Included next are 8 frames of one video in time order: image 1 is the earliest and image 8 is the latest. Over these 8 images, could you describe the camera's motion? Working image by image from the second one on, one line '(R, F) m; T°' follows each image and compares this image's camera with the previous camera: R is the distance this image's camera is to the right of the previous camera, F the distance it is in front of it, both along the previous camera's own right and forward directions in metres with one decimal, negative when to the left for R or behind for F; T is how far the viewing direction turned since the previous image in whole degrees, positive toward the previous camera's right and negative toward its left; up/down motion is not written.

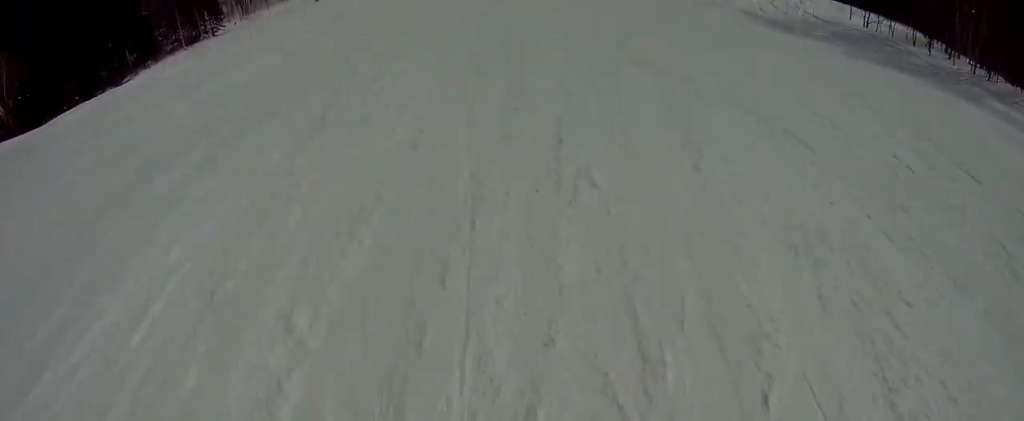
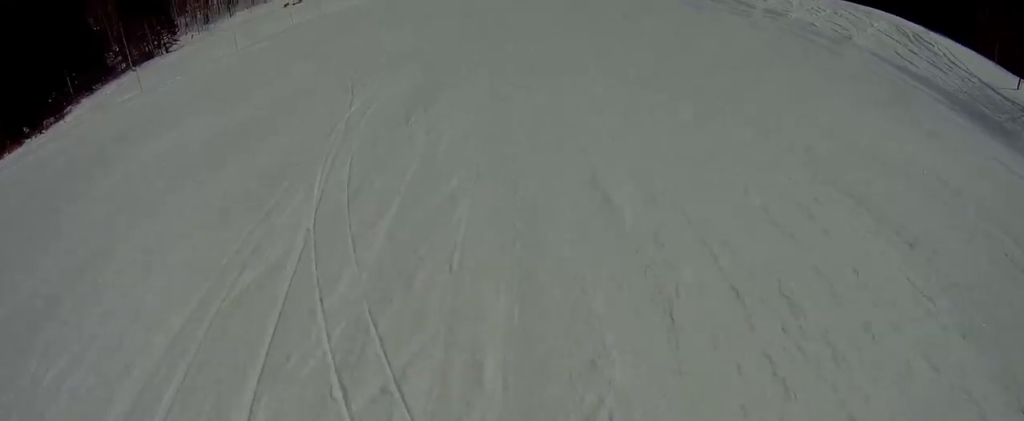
(-1.1, +16.0) m; +1°
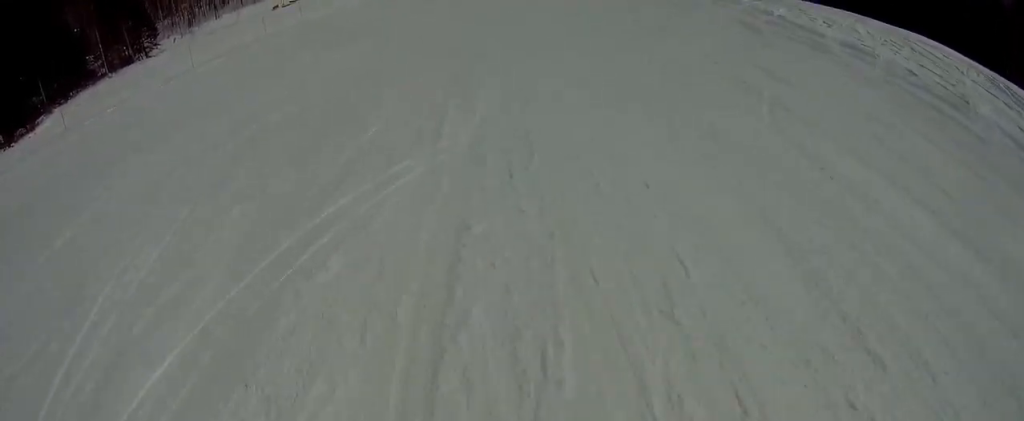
(+0.4, +7.9) m; +4°
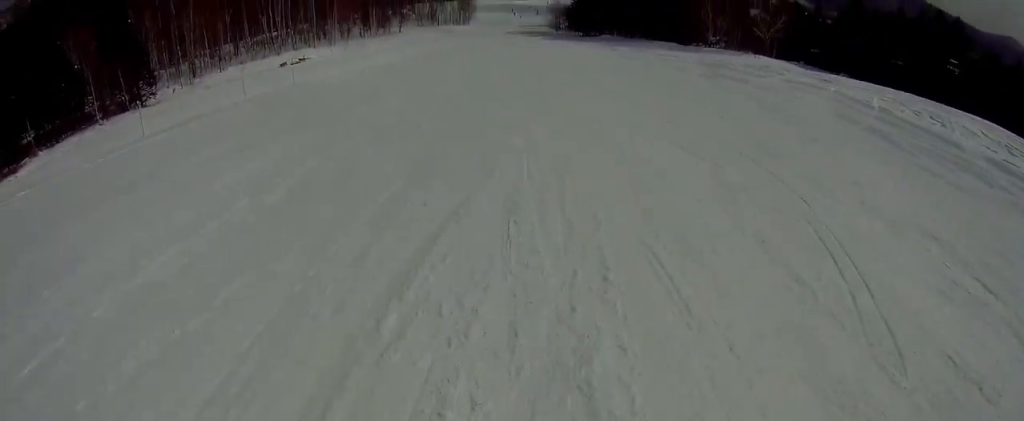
(+0.3, +8.4) m; -2°
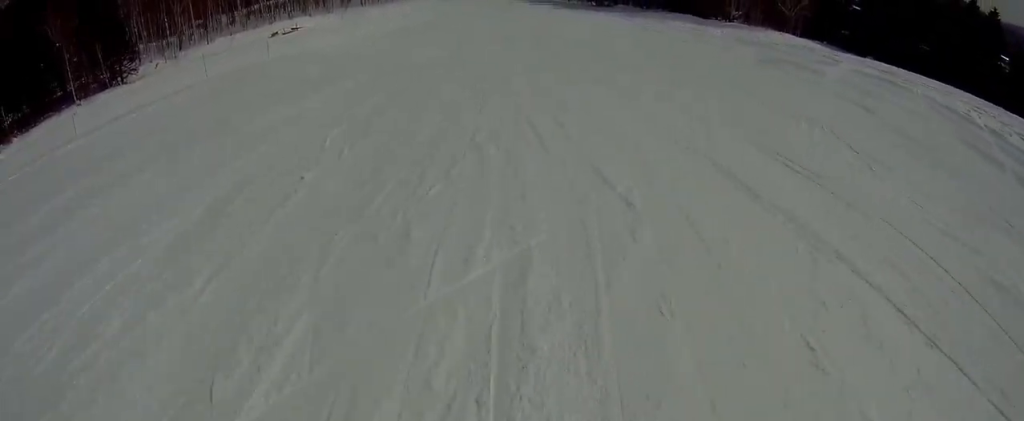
(+0.5, +6.1) m; -3°
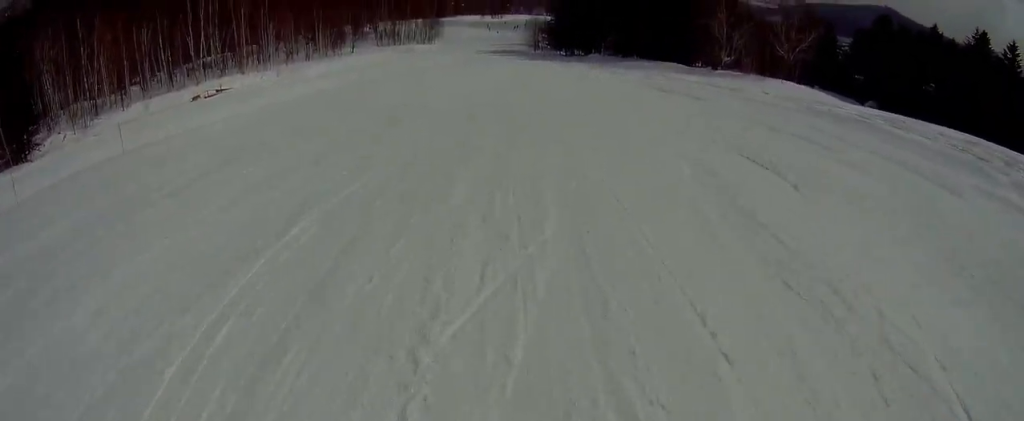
(-1.8, +13.9) m; -7°
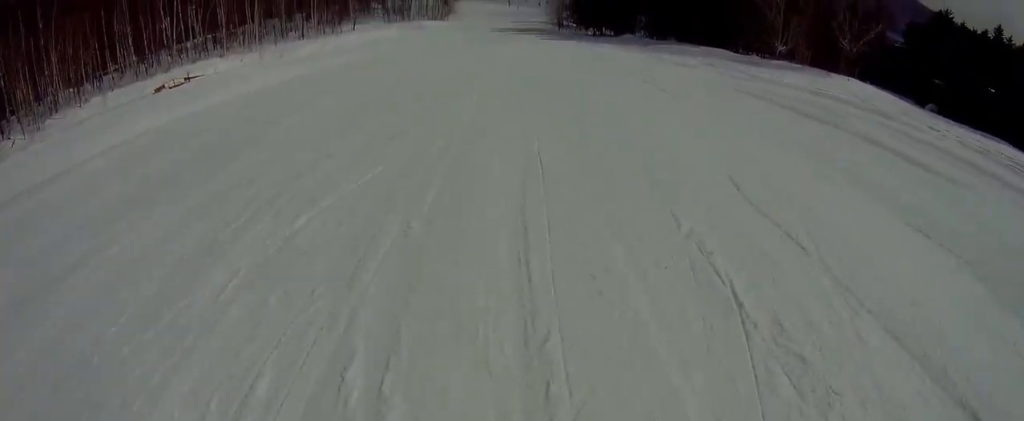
(+0.2, +12.3) m; 0°
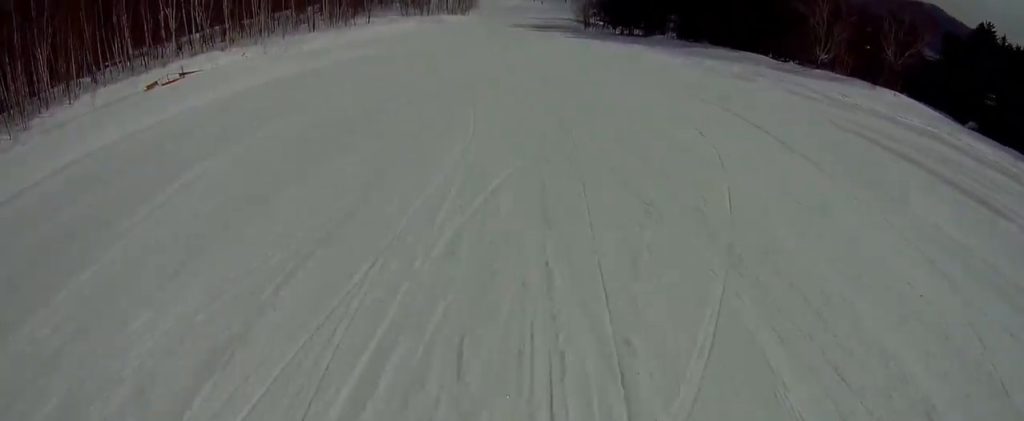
(-0.1, +5.5) m; 0°
